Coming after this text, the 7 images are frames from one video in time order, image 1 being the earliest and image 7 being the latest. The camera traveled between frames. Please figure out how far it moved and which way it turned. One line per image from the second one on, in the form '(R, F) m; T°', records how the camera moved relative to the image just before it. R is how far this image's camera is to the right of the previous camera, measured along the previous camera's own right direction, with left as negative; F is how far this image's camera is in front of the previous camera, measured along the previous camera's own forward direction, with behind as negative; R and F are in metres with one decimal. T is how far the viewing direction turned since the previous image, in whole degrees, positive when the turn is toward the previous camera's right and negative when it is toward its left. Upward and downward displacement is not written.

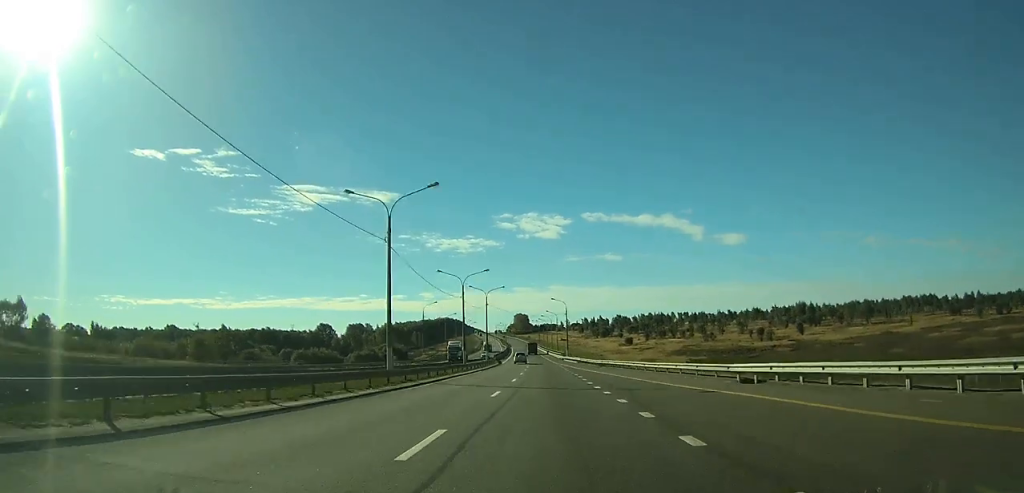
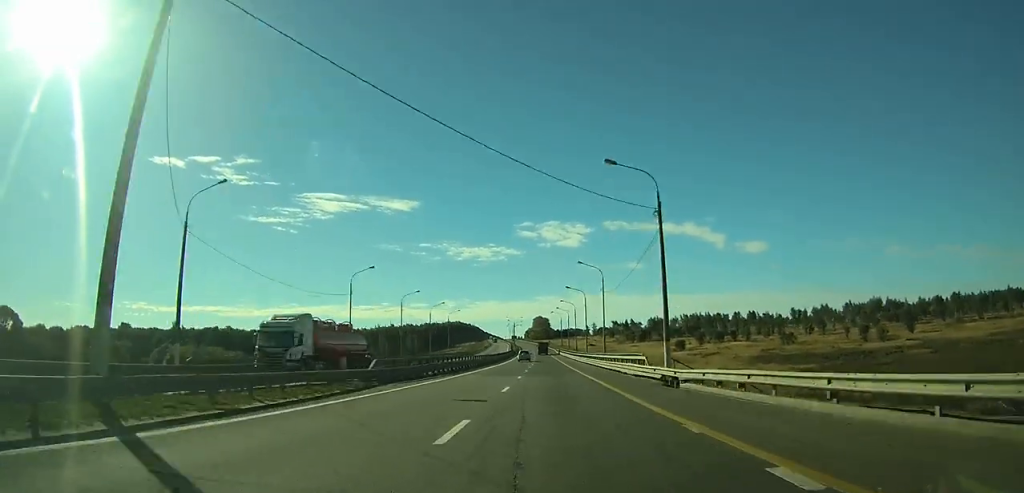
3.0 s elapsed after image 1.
(-1.3, +82.4) m; -2°
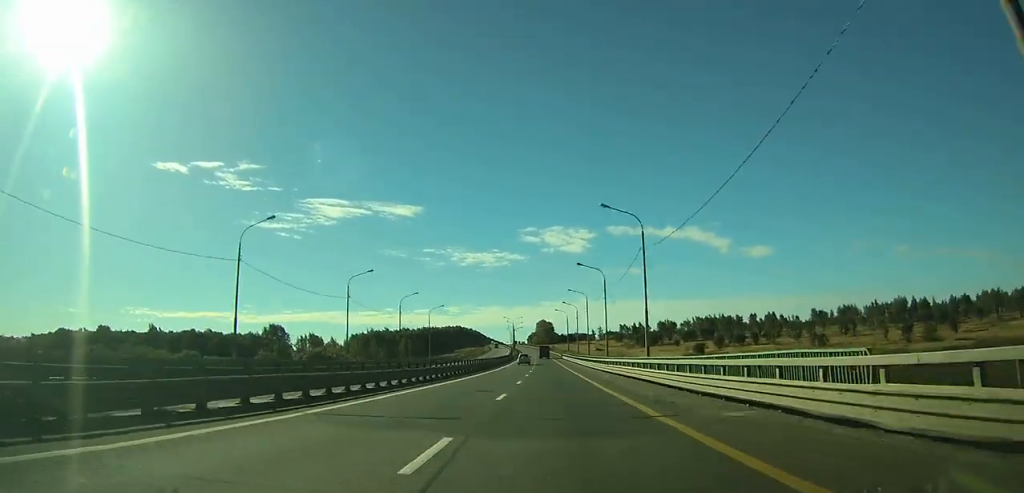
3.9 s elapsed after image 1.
(-0.1, +25.6) m; -1°
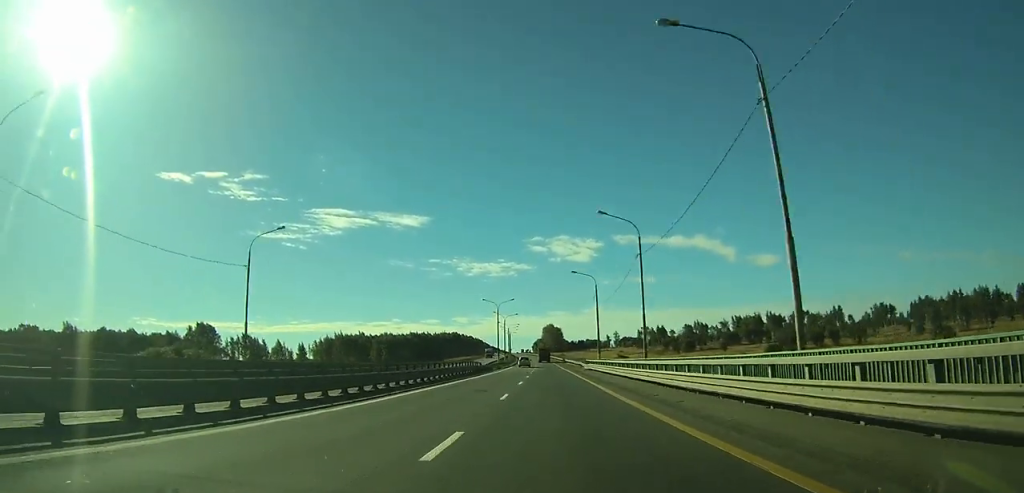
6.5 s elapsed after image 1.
(-0.8, +70.9) m; -1°
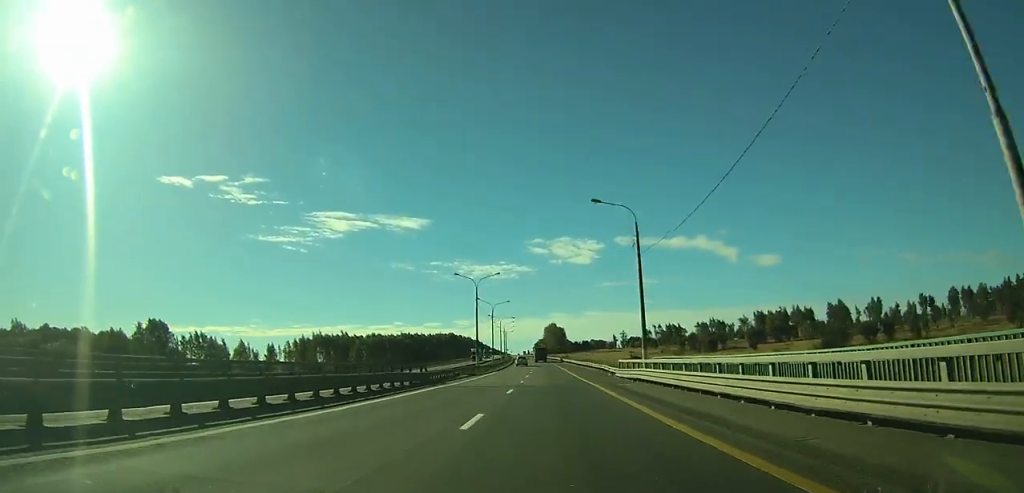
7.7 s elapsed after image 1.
(-0.2, +32.4) m; 0°
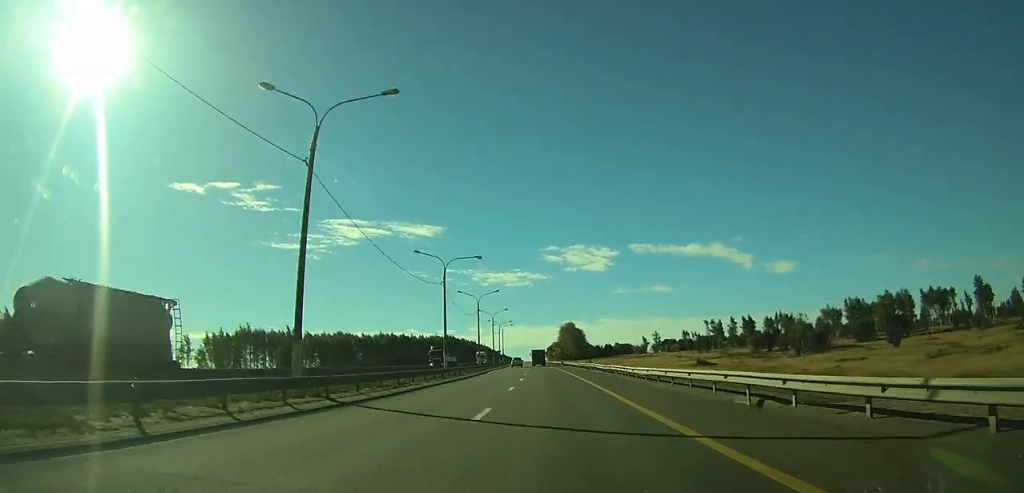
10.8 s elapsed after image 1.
(-0.6, +81.7) m; -1°
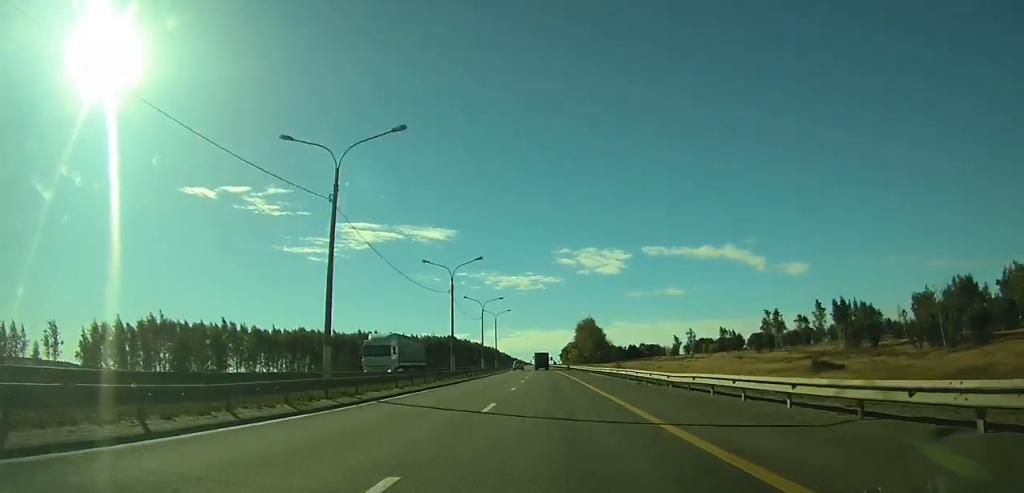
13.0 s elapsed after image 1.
(-0.5, +57.5) m; -1°
